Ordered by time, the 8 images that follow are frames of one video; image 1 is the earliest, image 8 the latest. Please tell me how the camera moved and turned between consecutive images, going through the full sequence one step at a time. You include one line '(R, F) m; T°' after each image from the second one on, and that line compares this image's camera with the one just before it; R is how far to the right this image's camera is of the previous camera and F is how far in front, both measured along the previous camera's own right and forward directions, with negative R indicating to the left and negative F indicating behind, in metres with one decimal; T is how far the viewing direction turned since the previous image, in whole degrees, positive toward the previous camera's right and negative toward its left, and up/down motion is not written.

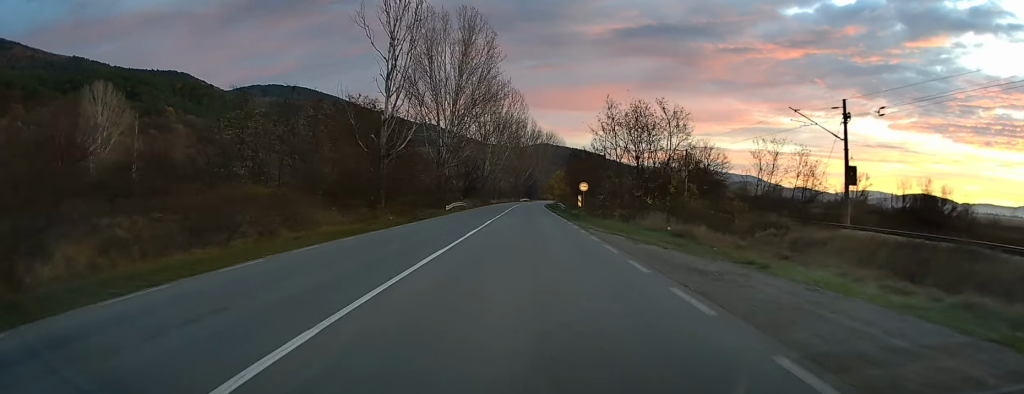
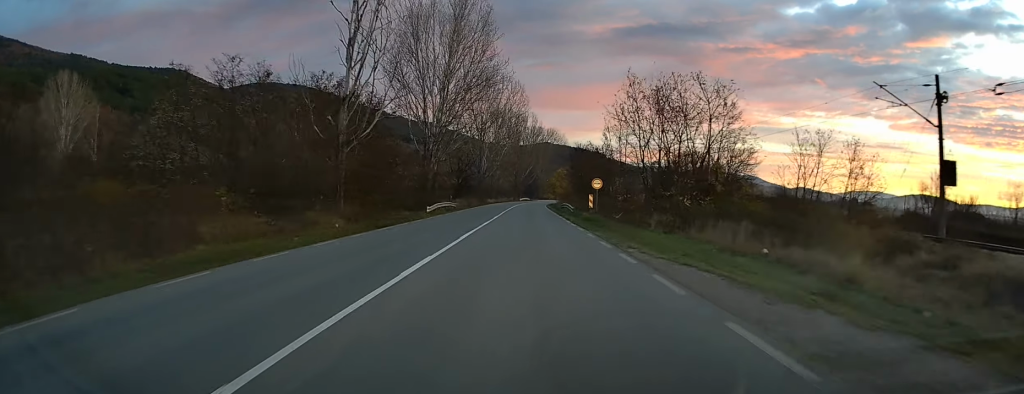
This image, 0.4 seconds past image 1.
(-0.1, +10.6) m; 0°
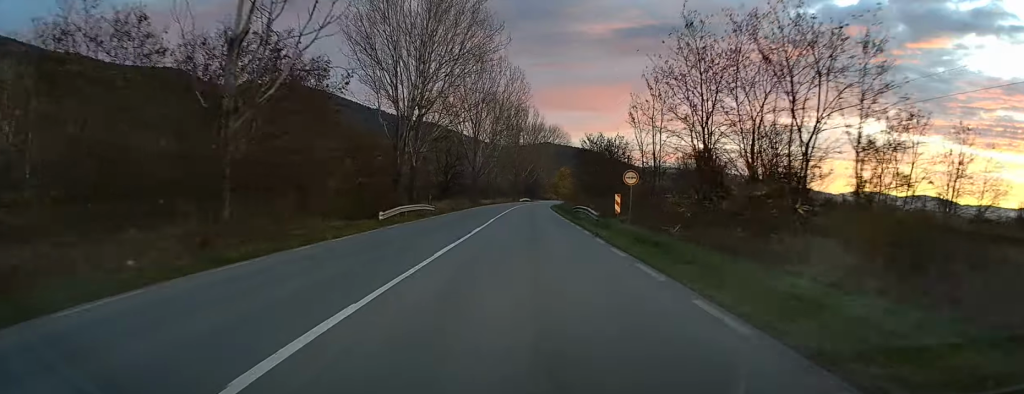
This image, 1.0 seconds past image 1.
(+0.2, +14.7) m; 0°
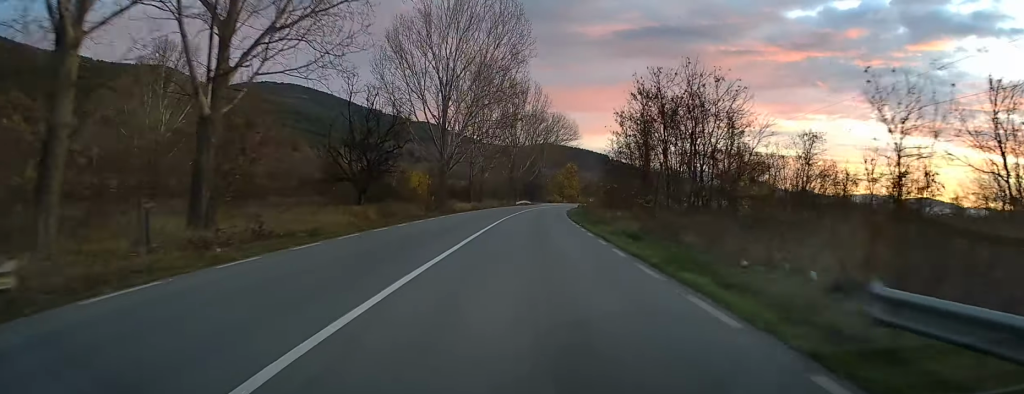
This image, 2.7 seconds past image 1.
(-0.2, +40.1) m; 0°
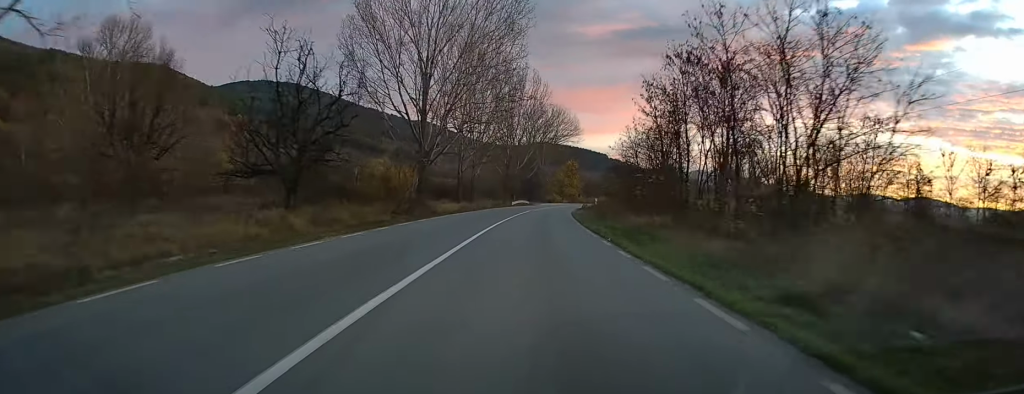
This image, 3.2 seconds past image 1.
(+0.2, +12.3) m; 0°
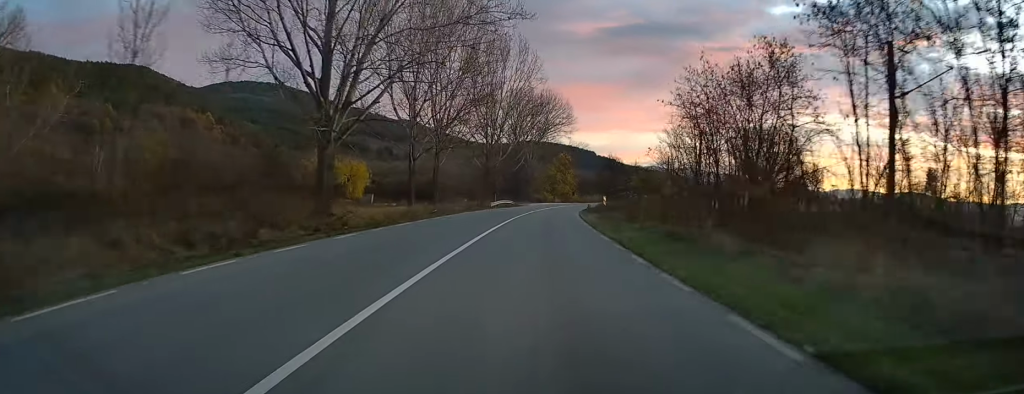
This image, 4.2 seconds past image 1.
(+0.1, +25.6) m; +1°
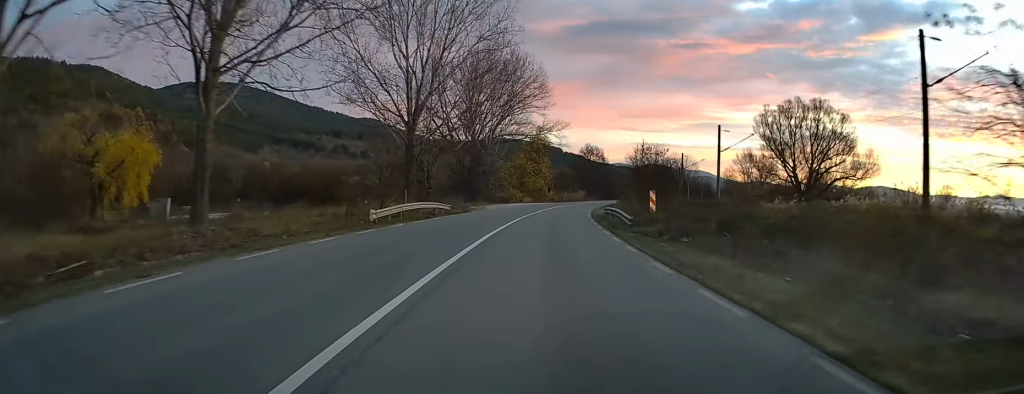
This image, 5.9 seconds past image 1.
(+1.3, +42.9) m; +4°
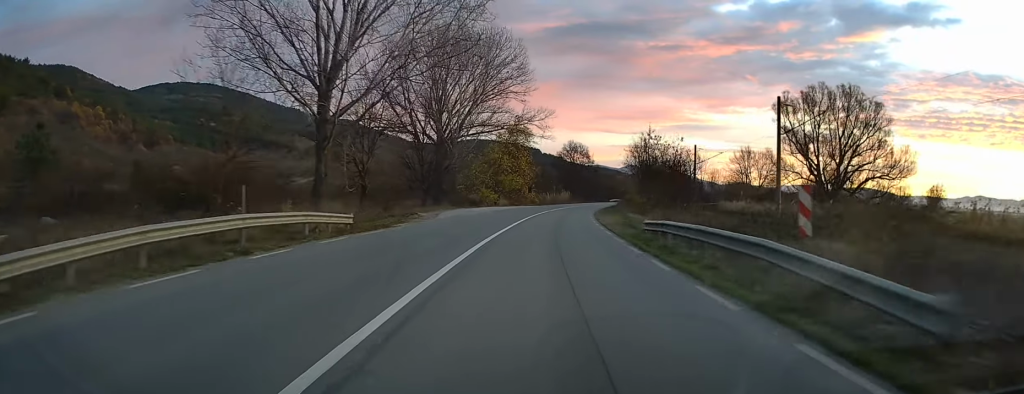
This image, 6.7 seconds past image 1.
(+0.4, +19.7) m; +2°
